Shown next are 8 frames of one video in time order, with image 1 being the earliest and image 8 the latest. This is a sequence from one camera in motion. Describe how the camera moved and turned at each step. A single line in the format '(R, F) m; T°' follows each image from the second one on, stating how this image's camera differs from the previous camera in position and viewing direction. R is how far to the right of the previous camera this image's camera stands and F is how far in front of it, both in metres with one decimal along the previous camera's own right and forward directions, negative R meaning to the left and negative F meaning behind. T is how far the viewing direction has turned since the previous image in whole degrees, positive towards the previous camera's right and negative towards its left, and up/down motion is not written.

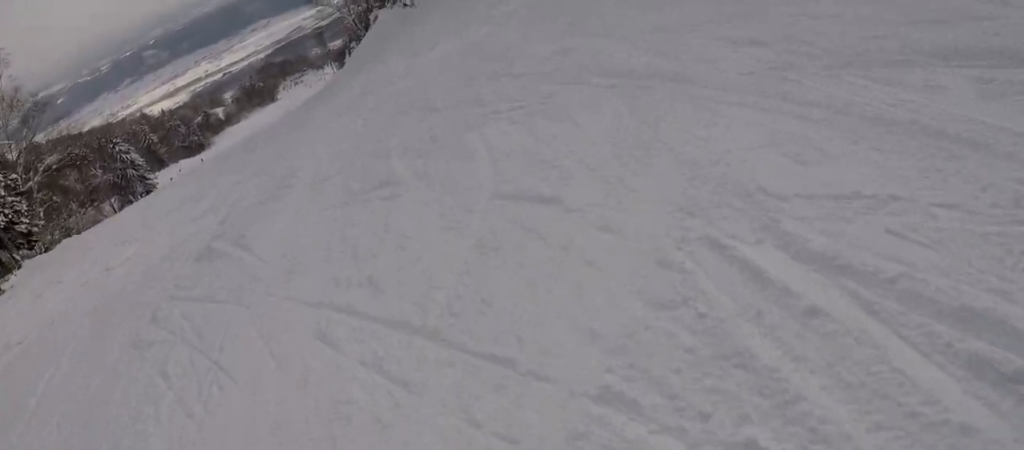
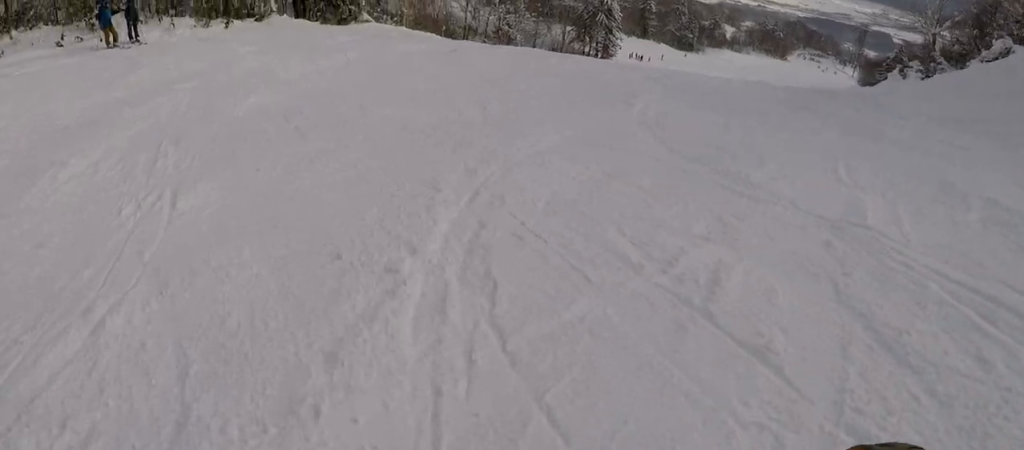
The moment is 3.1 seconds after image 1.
(-11.3, +18.5) m; -33°
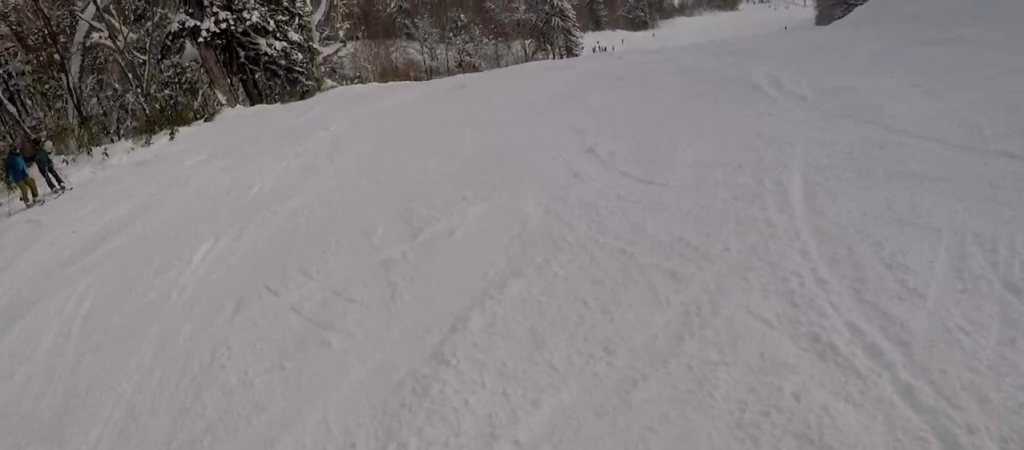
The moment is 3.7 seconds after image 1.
(+1.1, +4.3) m; +20°
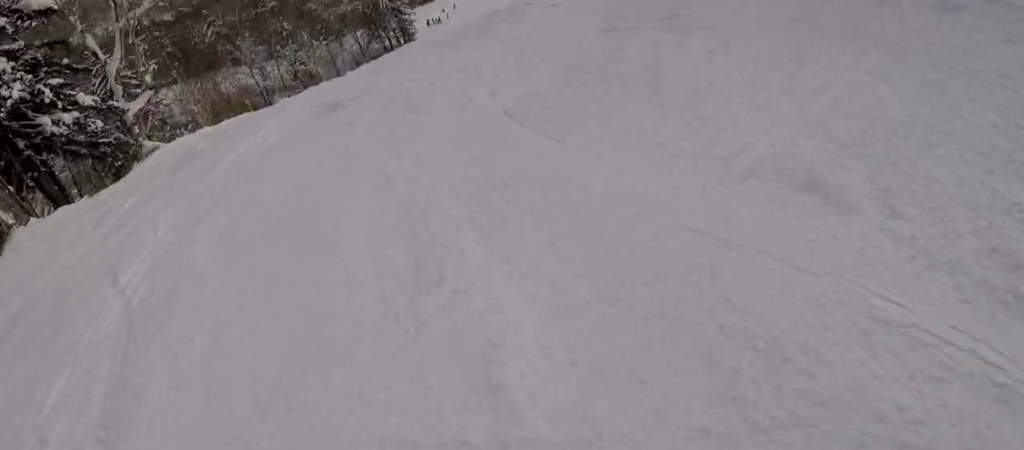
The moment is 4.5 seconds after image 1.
(+1.1, +5.2) m; +15°
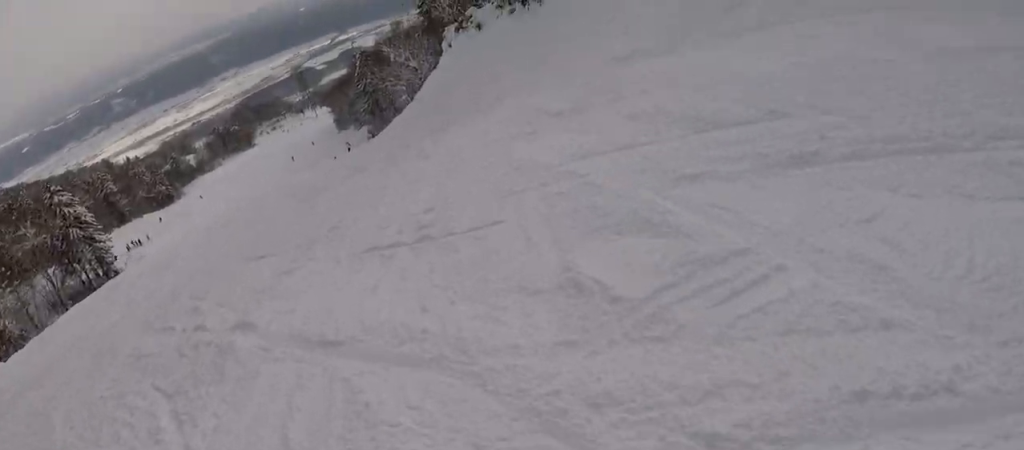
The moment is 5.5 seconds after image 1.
(+1.1, +8.0) m; -7°
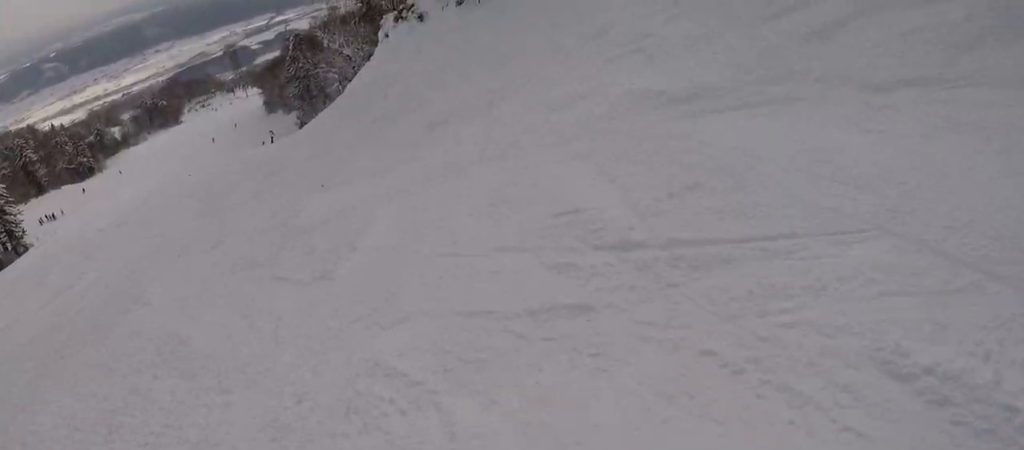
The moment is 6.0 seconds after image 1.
(+0.1, +4.2) m; -17°
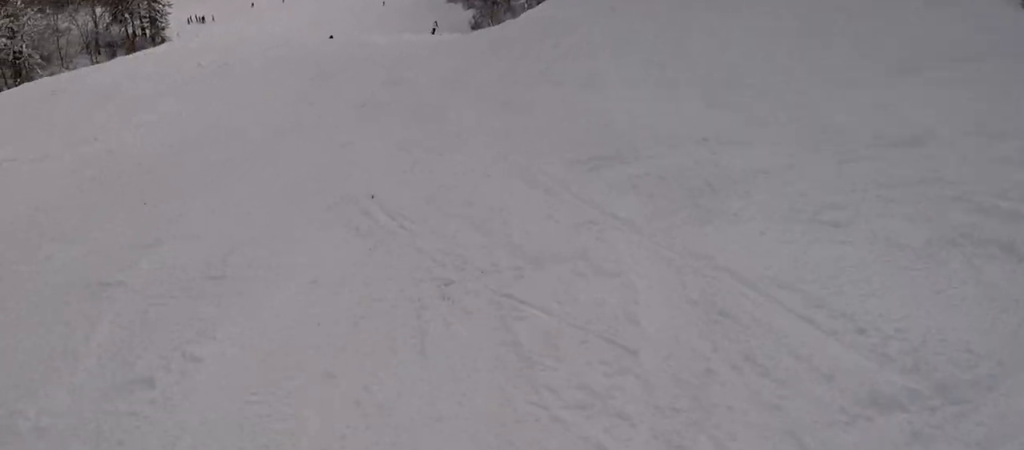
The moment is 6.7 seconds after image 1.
(-1.5, +4.9) m; -15°
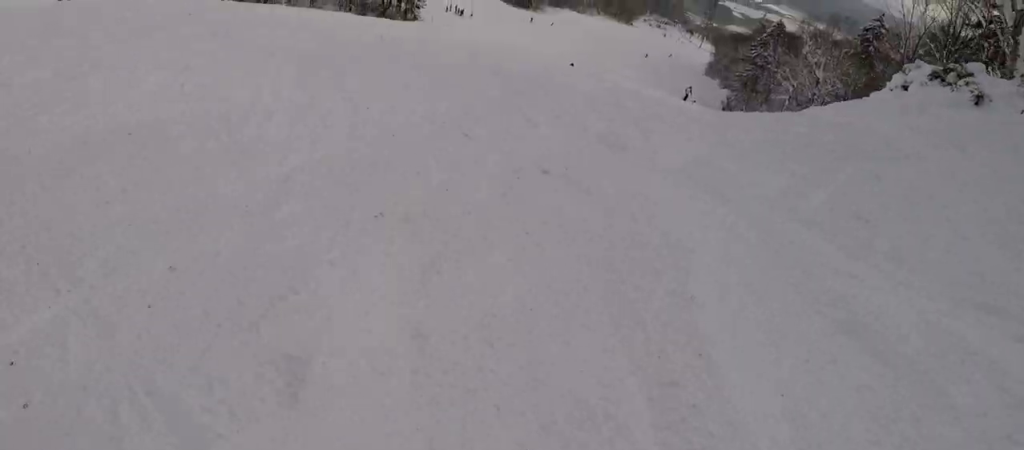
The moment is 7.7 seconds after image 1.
(-1.4, +7.7) m; 0°
